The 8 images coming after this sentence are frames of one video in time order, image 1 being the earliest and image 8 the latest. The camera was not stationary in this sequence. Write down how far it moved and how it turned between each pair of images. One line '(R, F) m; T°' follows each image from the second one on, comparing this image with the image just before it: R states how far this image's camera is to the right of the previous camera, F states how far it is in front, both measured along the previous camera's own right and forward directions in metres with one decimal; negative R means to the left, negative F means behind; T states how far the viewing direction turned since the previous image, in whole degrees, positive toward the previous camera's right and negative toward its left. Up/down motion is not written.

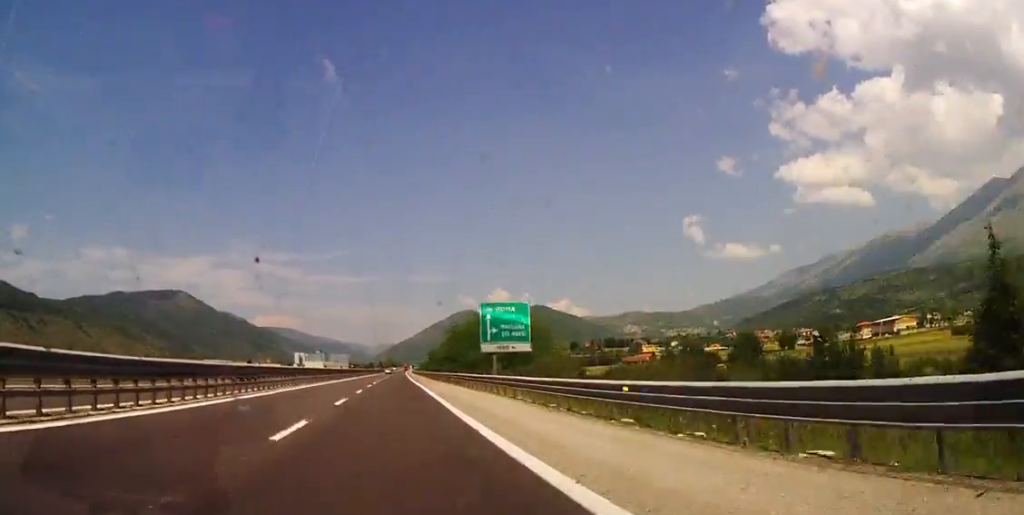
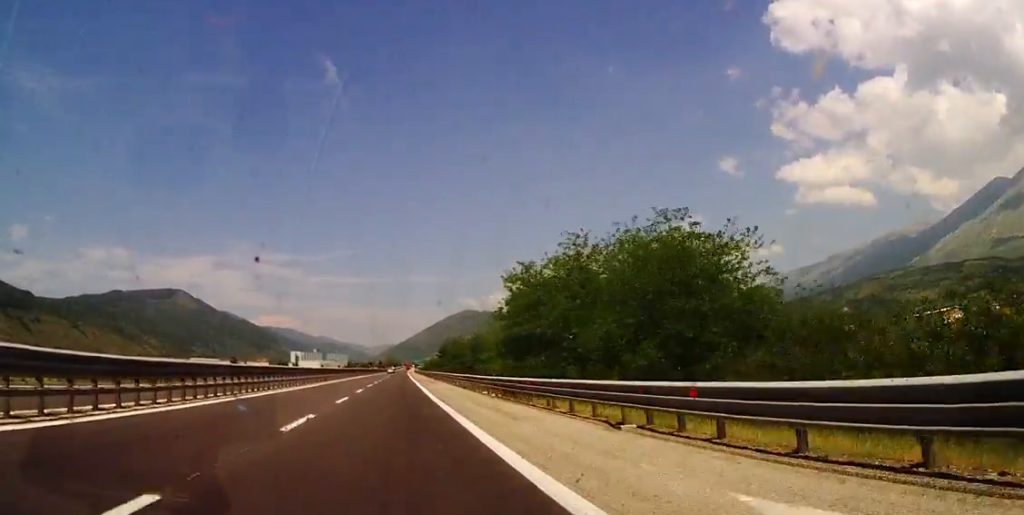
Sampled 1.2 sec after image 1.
(+0.1, +45.1) m; 0°
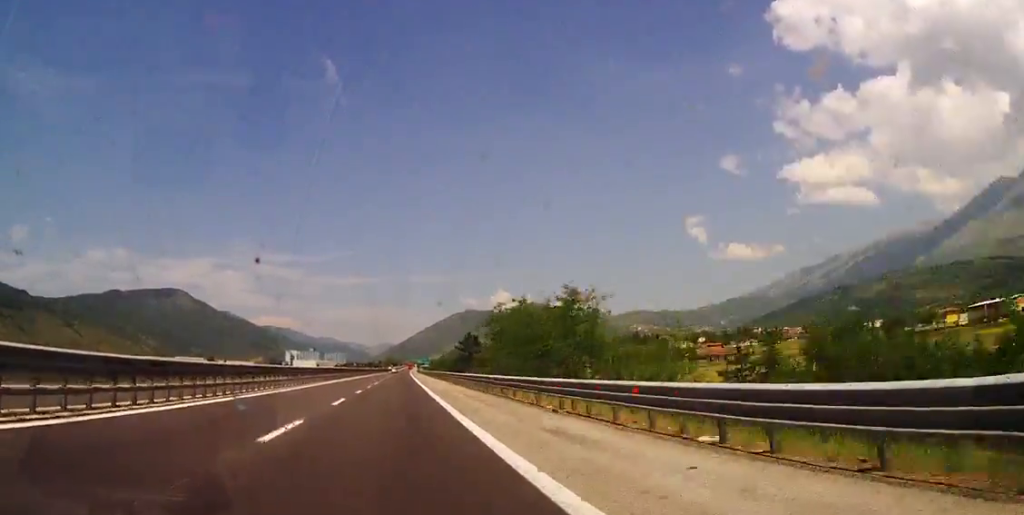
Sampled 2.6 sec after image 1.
(-0.1, +51.1) m; 0°
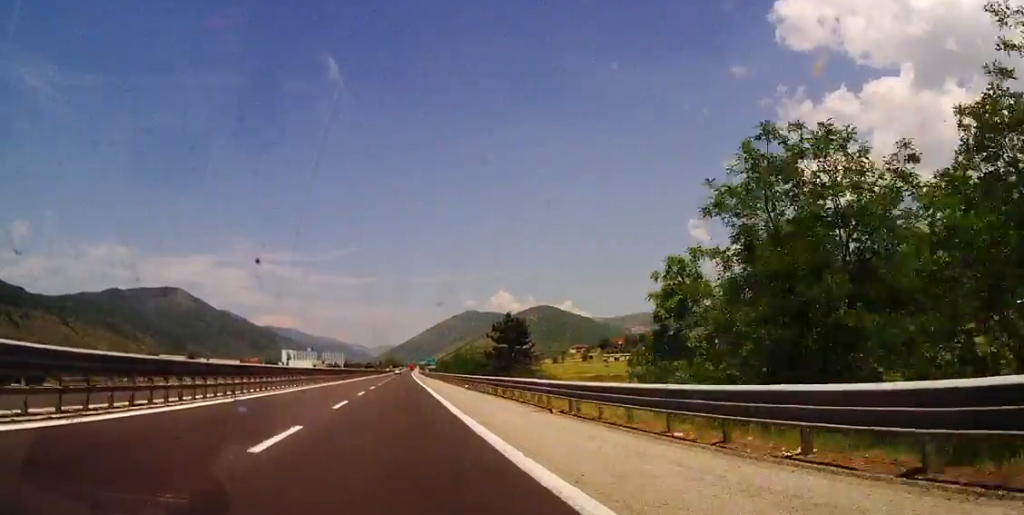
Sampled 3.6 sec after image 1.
(0.0, +36.4) m; 0°
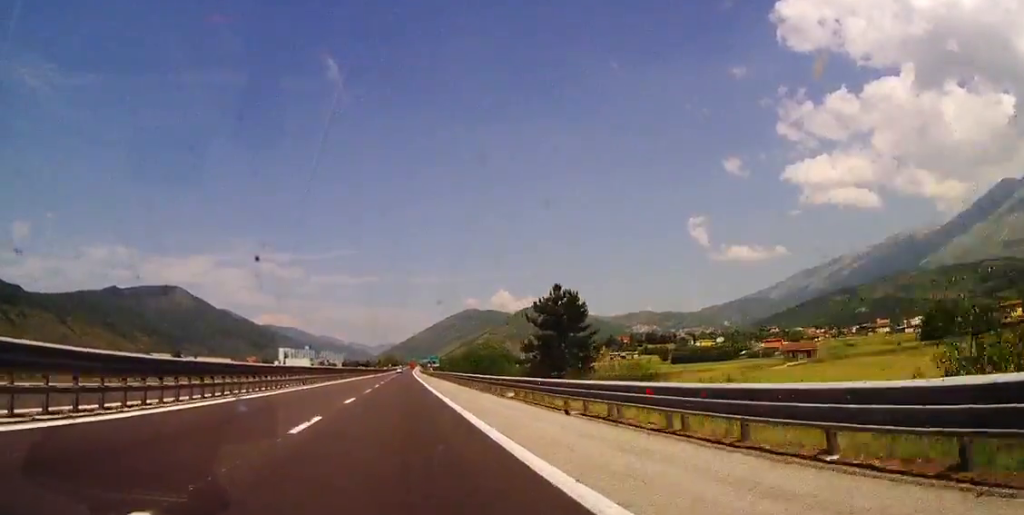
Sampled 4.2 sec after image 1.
(0.0, +20.6) m; 0°
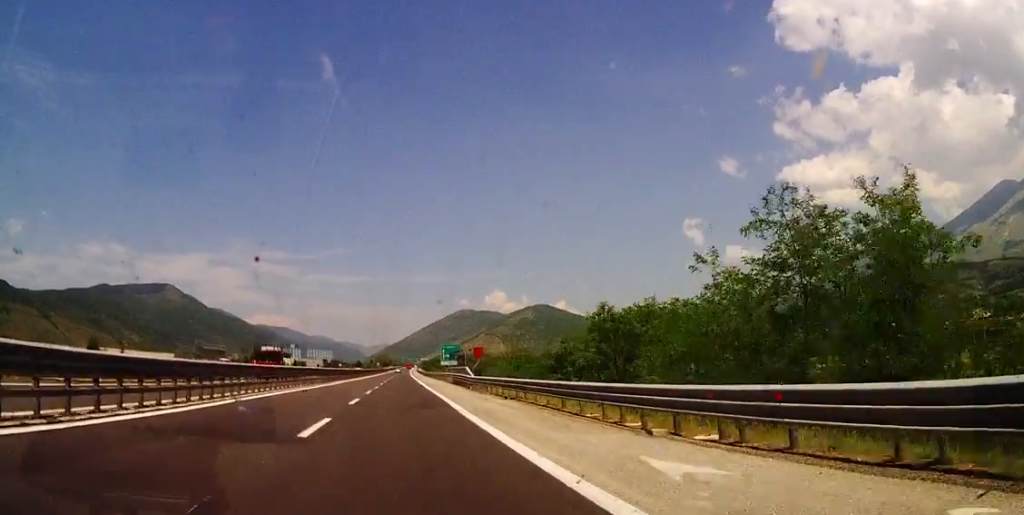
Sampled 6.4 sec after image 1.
(+0.9, +81.7) m; +1°
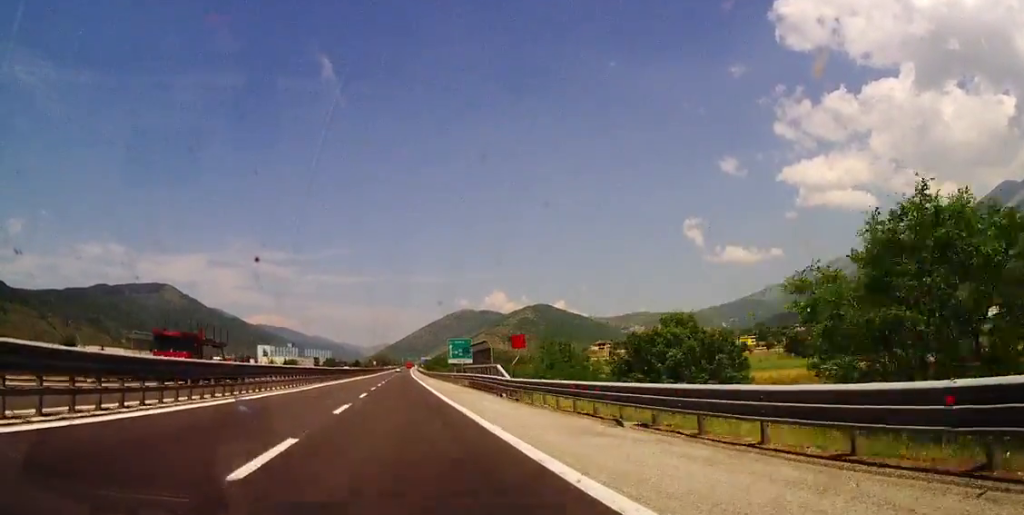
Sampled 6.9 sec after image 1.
(-0.2, +17.1) m; 0°
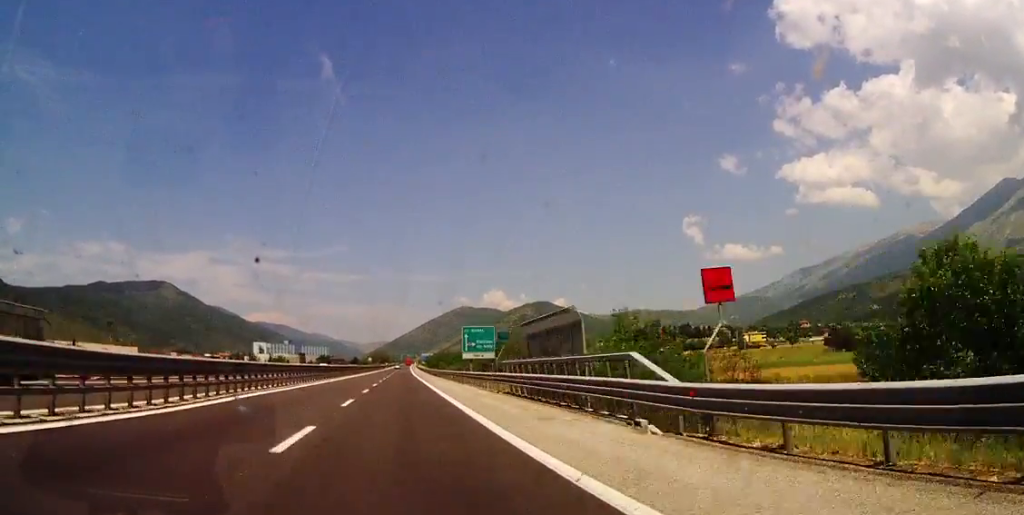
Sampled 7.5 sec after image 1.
(-0.2, +20.7) m; 0°
